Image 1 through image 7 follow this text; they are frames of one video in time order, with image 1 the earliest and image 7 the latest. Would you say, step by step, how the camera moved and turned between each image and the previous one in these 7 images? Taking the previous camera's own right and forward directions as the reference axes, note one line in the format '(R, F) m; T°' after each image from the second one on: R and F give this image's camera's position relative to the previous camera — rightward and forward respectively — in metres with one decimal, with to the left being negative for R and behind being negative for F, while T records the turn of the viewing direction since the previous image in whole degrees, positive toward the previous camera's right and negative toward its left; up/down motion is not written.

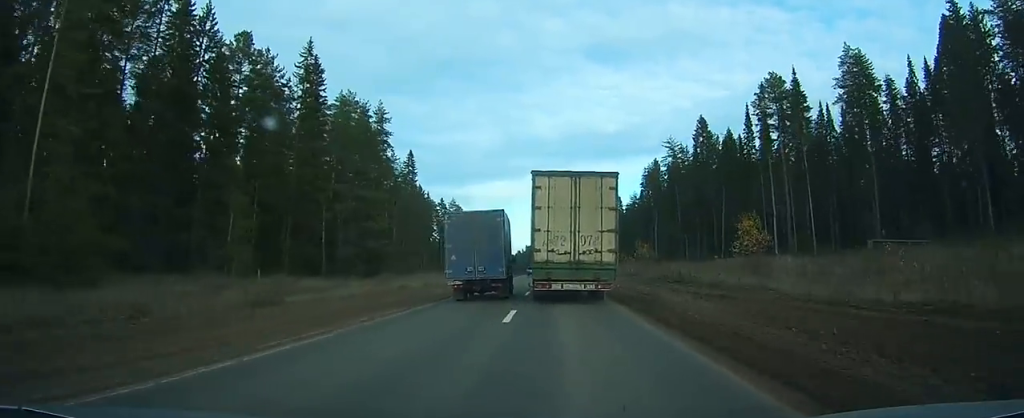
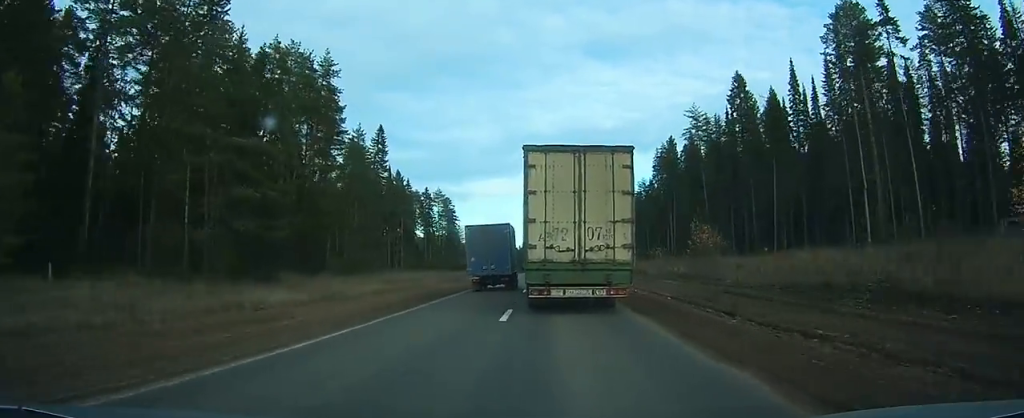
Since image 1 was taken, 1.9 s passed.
(-0.1, +23.9) m; -1°
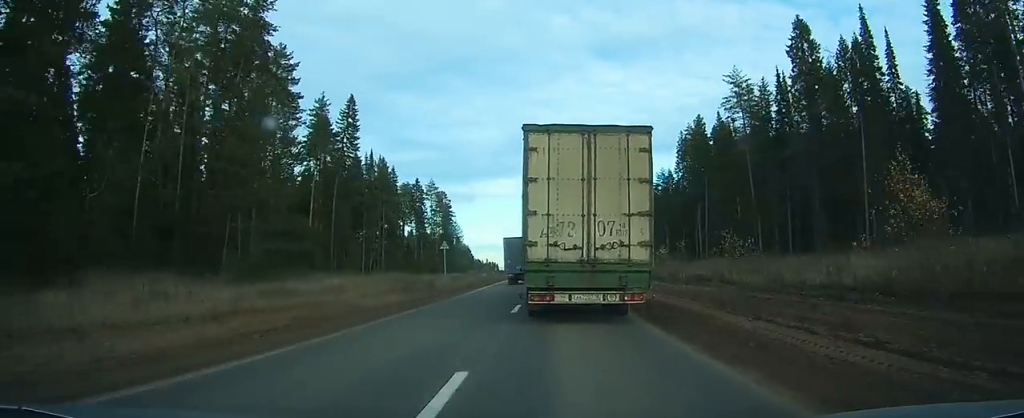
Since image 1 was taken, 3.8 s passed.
(-0.3, +22.8) m; -1°
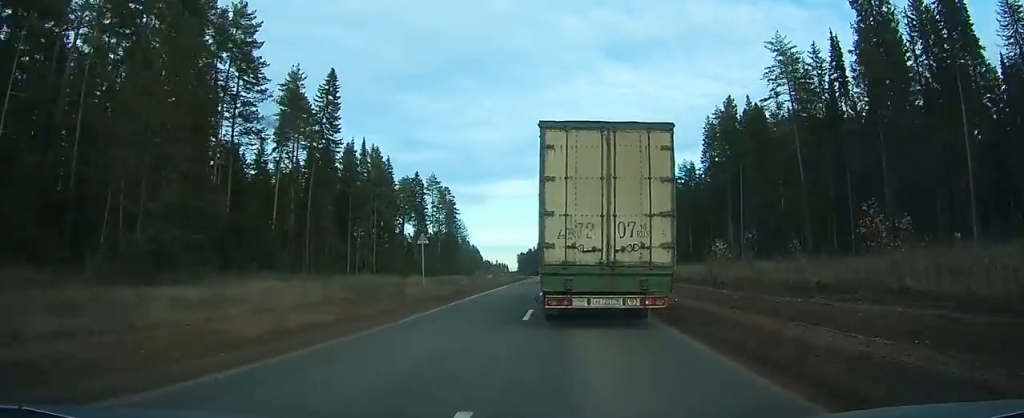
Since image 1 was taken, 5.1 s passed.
(-0.1, +15.5) m; -1°
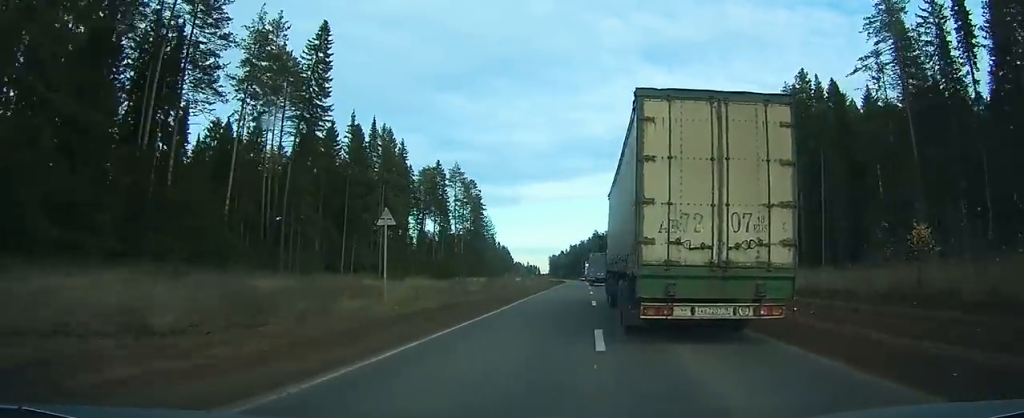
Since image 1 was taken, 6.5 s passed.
(-0.1, +17.5) m; -1°
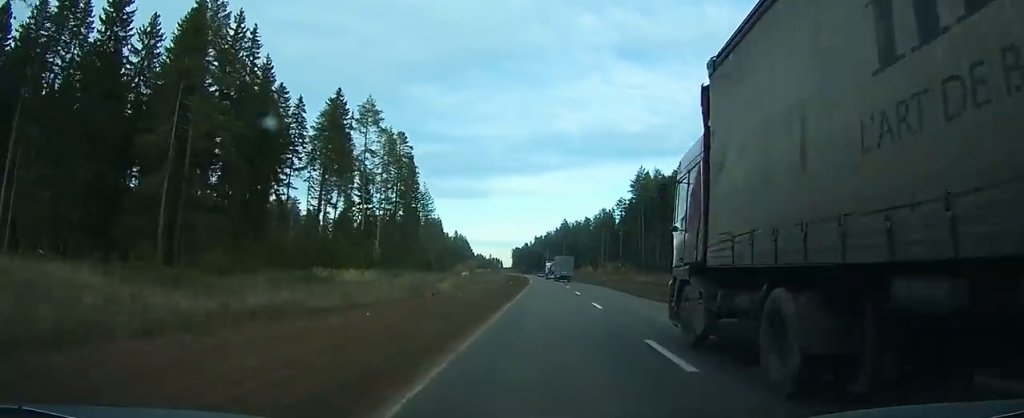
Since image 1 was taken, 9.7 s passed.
(-0.2, +47.5) m; 0°
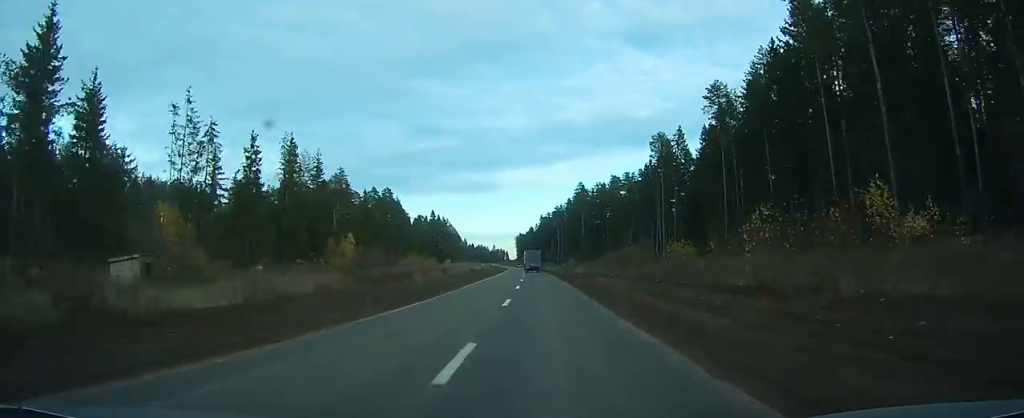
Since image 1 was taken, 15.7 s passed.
(+2.2, +114.5) m; +1°
